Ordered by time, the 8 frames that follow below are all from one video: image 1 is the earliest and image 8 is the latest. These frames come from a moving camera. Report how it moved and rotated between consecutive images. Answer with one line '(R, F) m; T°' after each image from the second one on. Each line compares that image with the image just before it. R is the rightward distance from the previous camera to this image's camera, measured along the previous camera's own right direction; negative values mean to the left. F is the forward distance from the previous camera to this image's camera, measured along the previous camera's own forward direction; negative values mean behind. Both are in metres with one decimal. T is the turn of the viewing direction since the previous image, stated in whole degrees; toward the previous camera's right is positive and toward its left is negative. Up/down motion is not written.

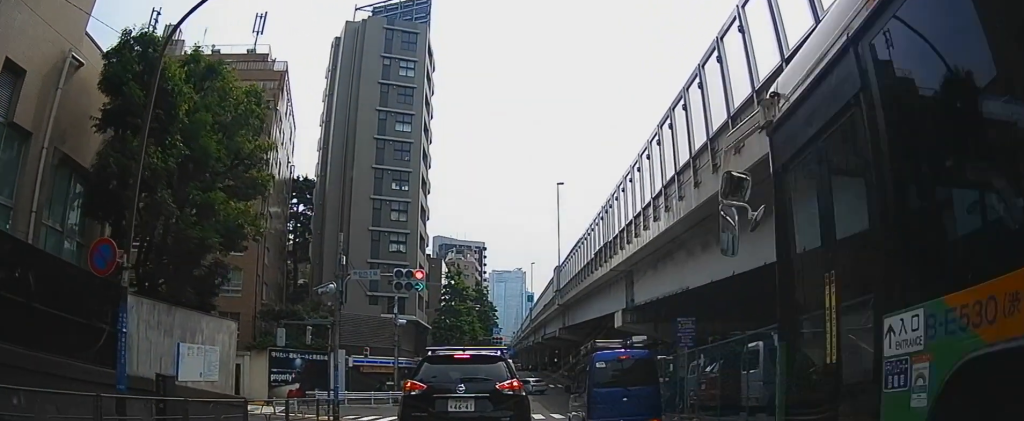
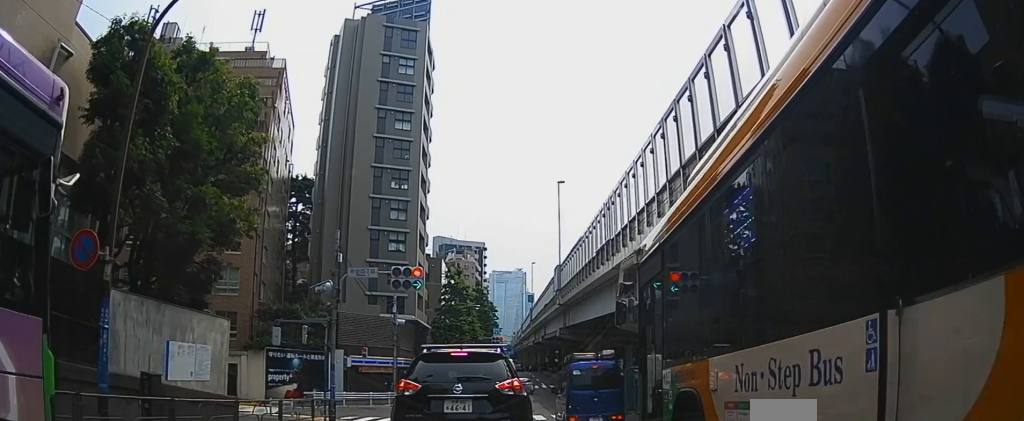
(0.0, +0.7) m; 0°
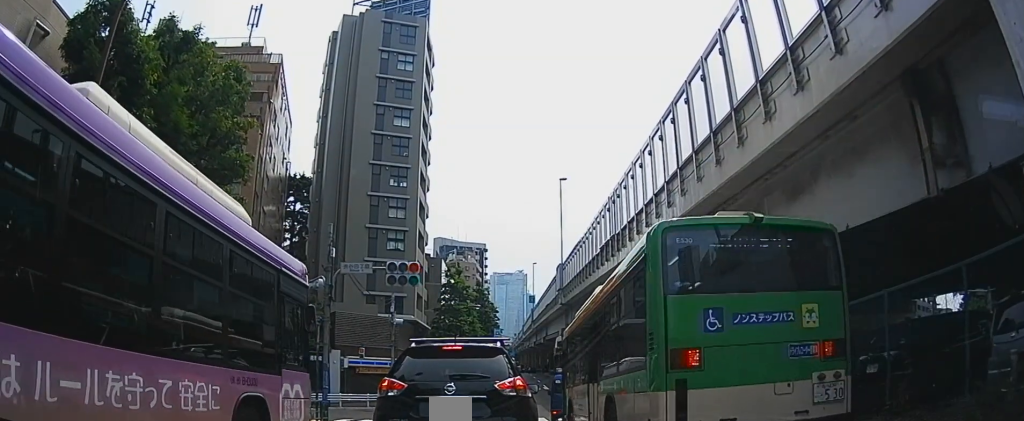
(0.0, +1.3) m; 0°
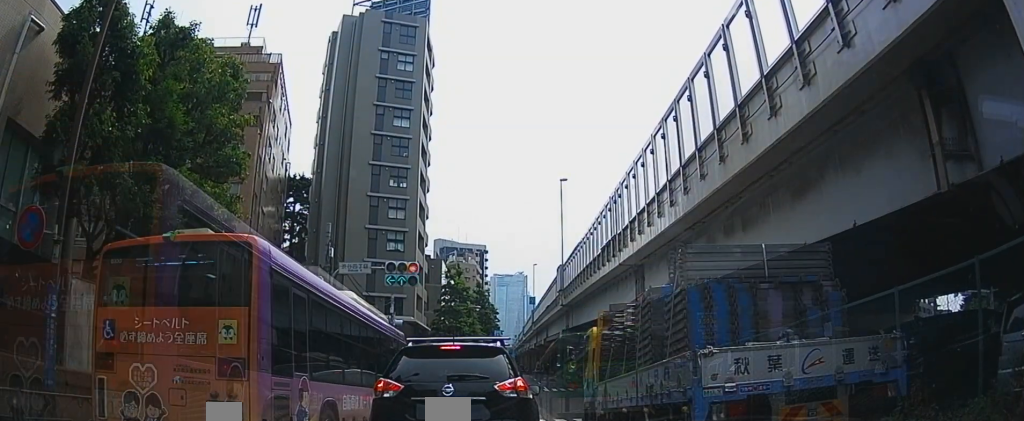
(0.0, +1.3) m; 0°
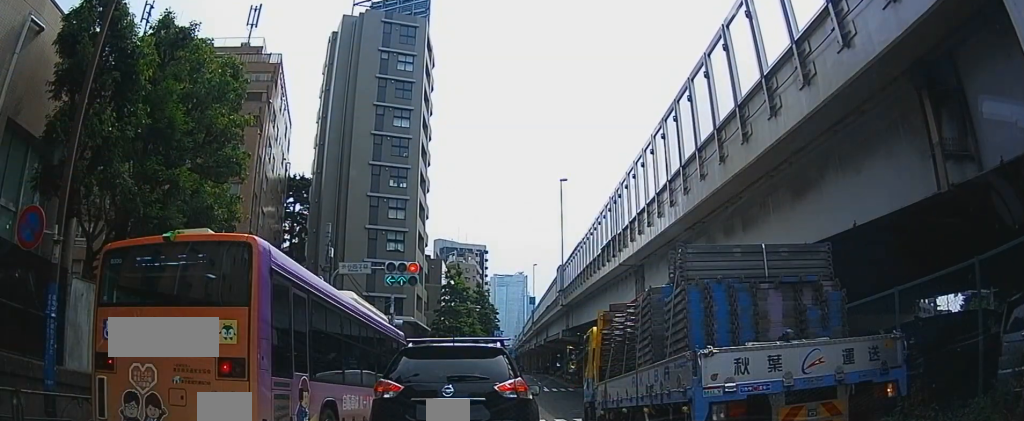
(0.0, +0.3) m; 0°
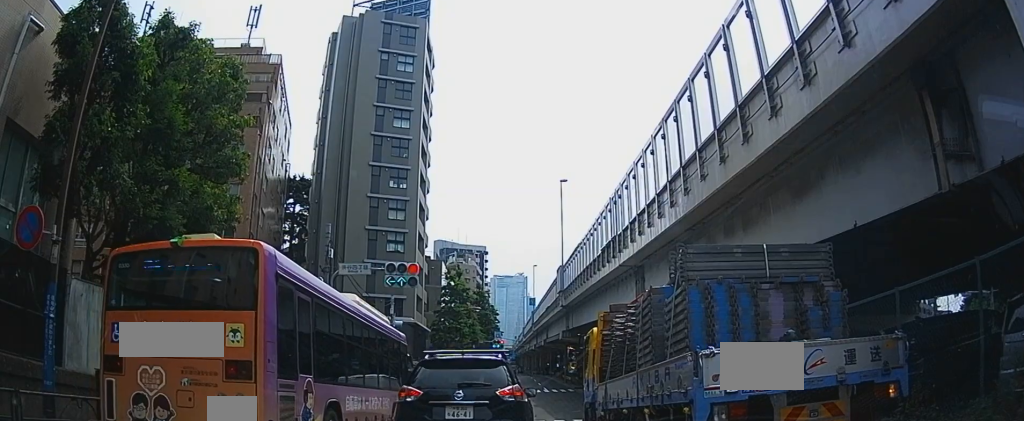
(0.0, +1.6) m; 0°
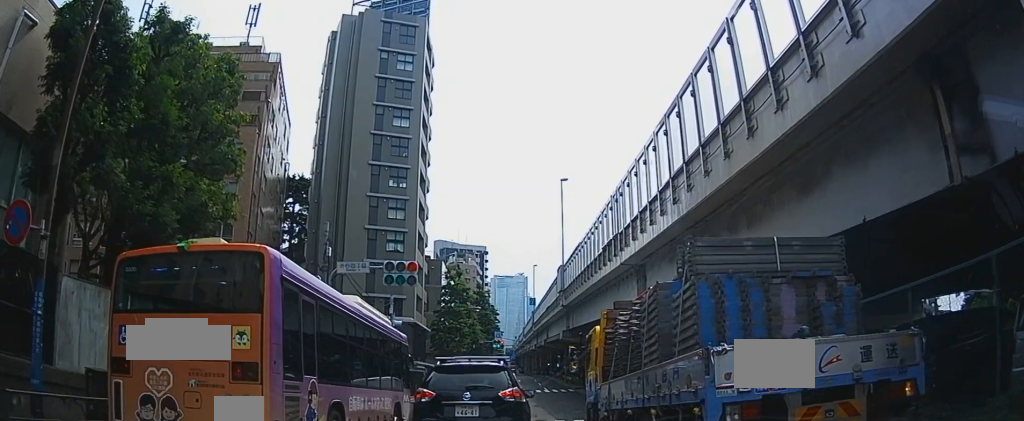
(0.0, +1.0) m; 0°
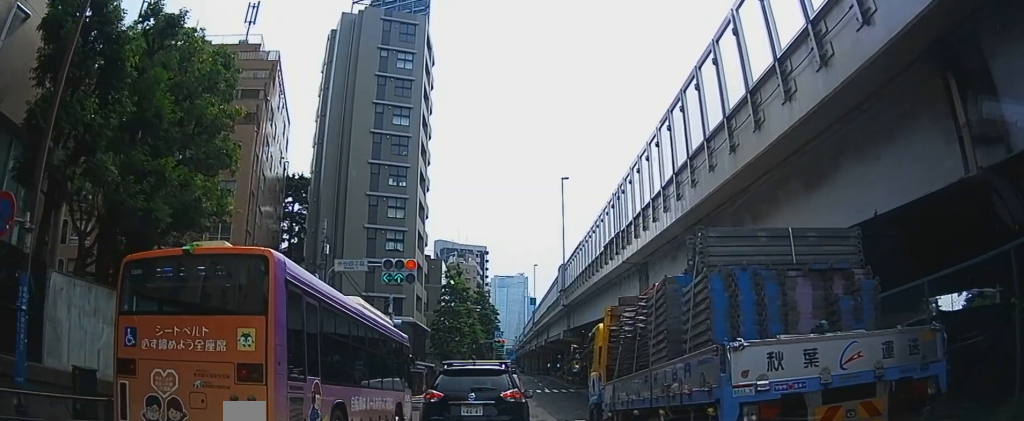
(0.0, +0.8) m; 0°
